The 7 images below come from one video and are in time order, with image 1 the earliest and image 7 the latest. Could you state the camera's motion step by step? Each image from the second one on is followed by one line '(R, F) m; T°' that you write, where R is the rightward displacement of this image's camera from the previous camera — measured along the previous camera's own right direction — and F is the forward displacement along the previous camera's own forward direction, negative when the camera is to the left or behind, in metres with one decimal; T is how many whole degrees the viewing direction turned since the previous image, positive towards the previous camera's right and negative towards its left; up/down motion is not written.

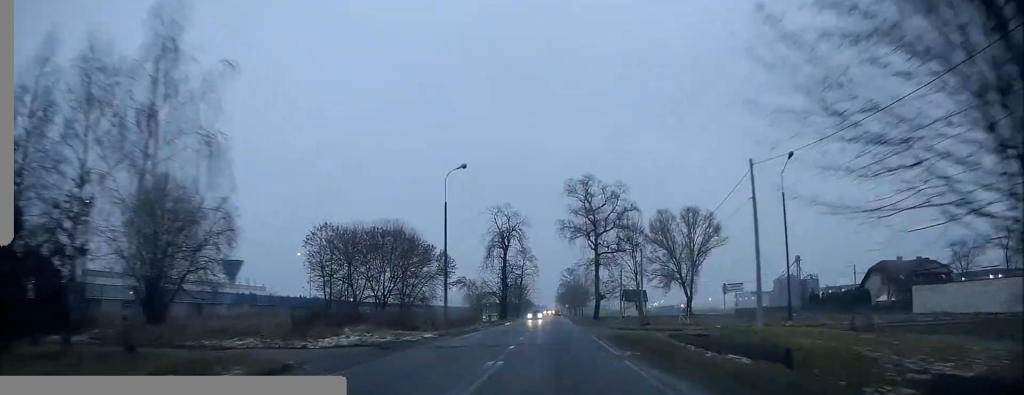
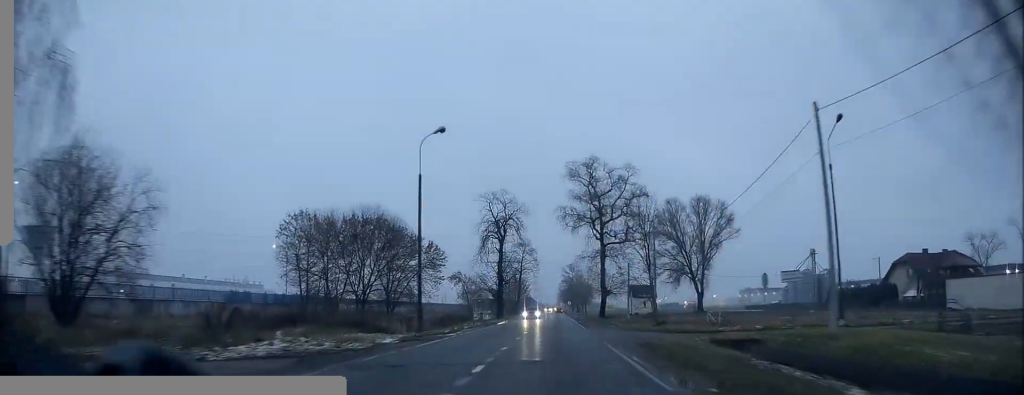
(-0.2, +8.3) m; 0°
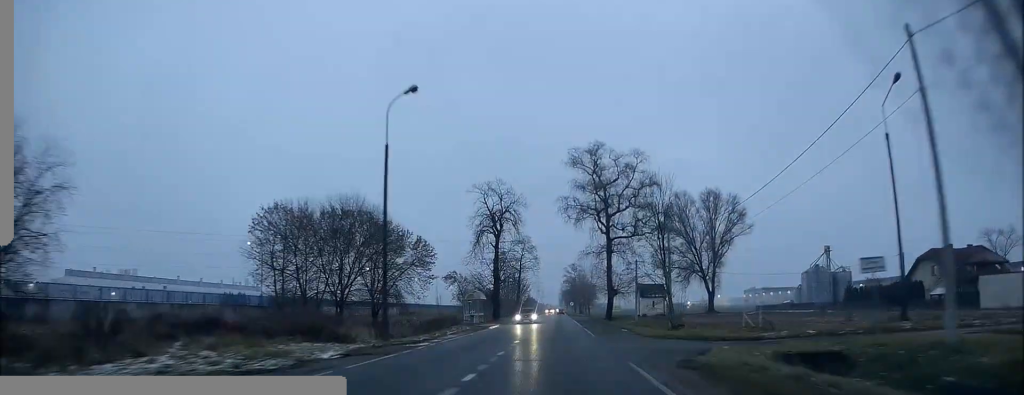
(-0.2, +7.2) m; 0°
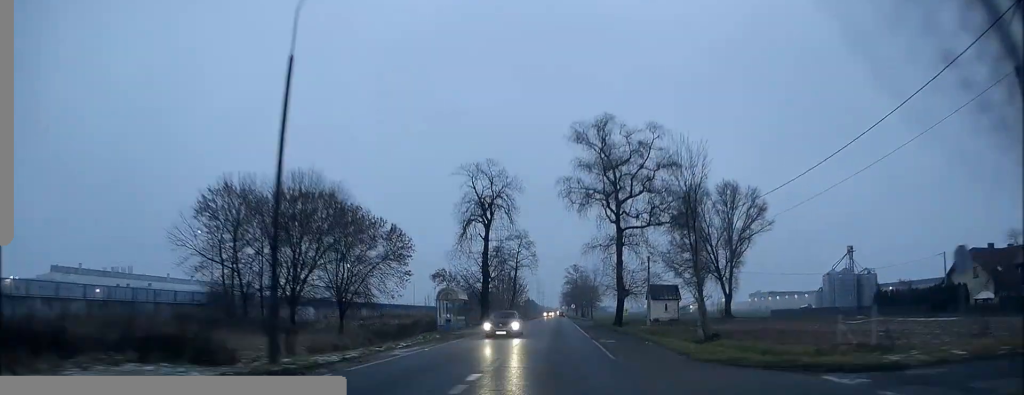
(+0.2, +11.0) m; 0°
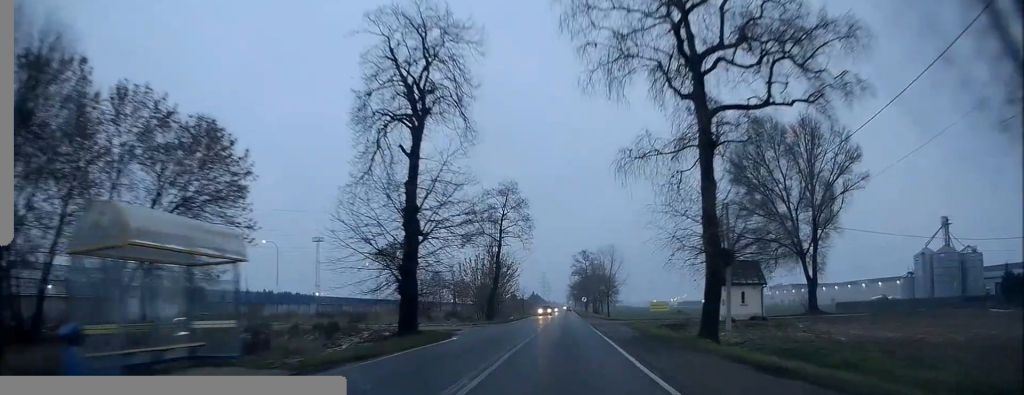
(-0.5, +32.7) m; -2°
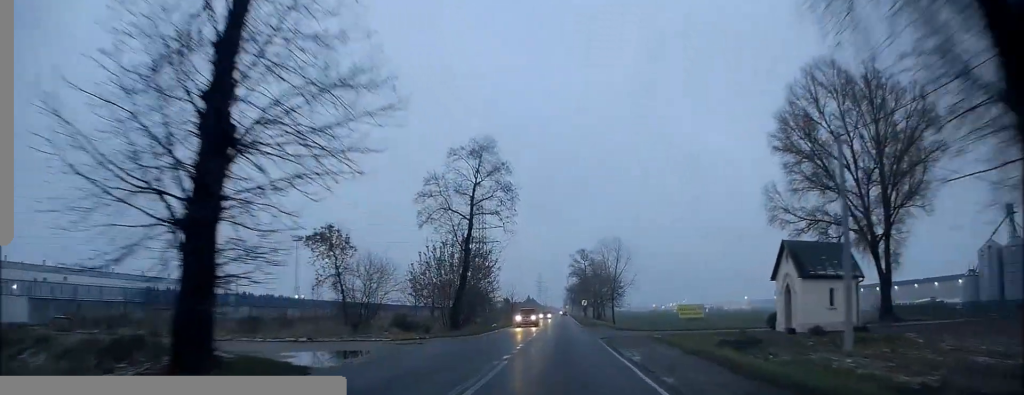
(0.0, +17.5) m; 0°
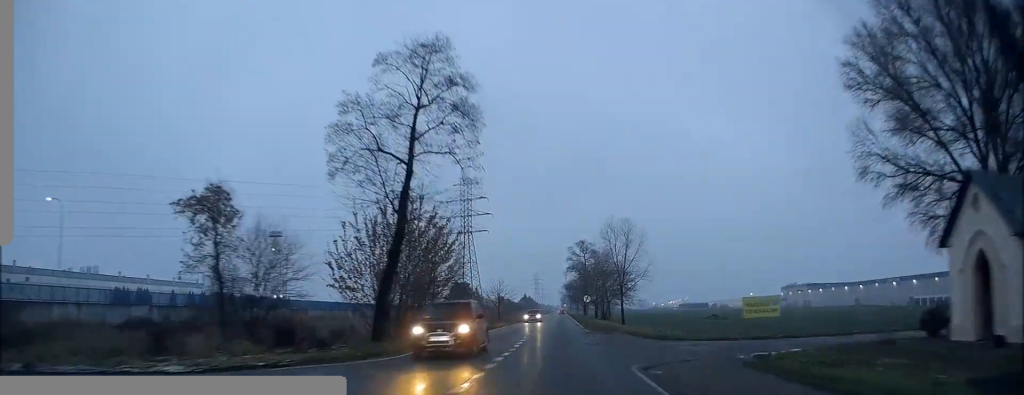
(0.0, +17.2) m; +1°
